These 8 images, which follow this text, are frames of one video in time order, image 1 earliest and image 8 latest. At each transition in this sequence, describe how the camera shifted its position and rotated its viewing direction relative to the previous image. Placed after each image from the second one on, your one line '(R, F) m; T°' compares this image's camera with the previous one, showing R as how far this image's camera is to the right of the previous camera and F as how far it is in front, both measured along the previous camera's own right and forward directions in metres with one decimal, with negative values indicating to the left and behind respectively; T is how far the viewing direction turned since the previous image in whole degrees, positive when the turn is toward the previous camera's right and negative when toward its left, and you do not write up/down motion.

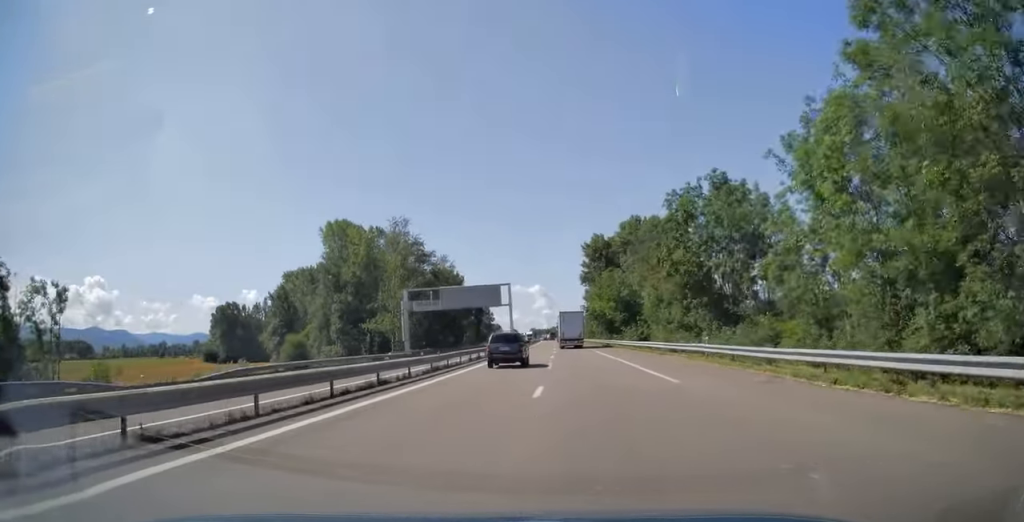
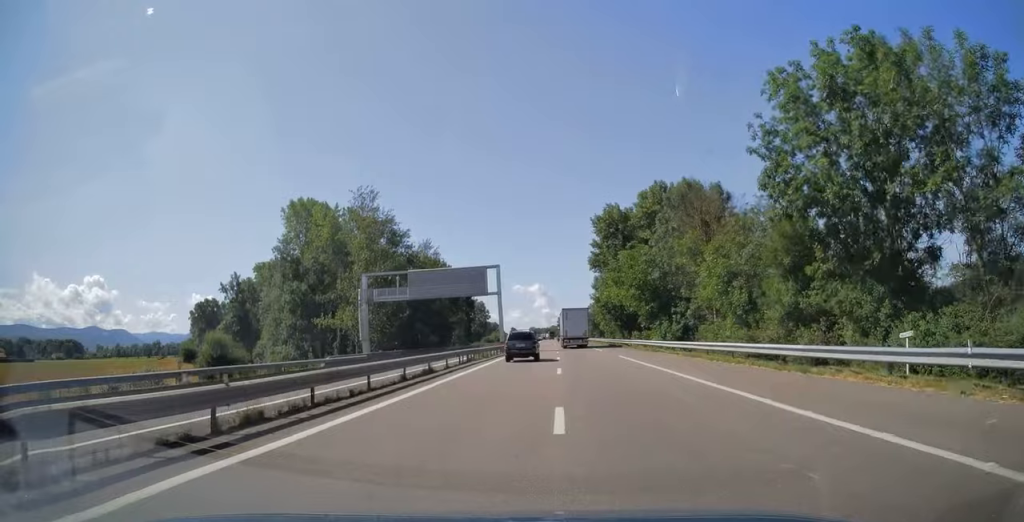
(-0.1, +18.1) m; 0°
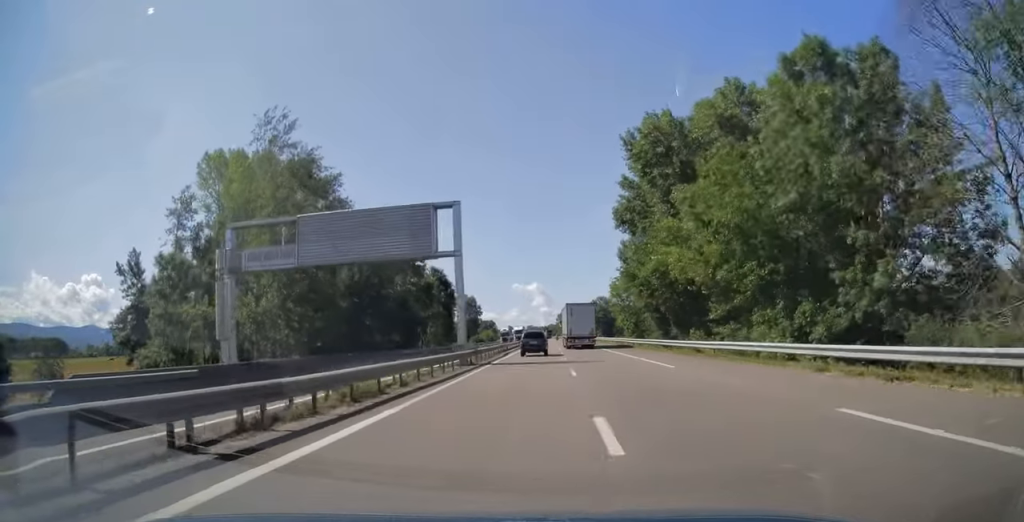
(-0.1, +27.4) m; 0°
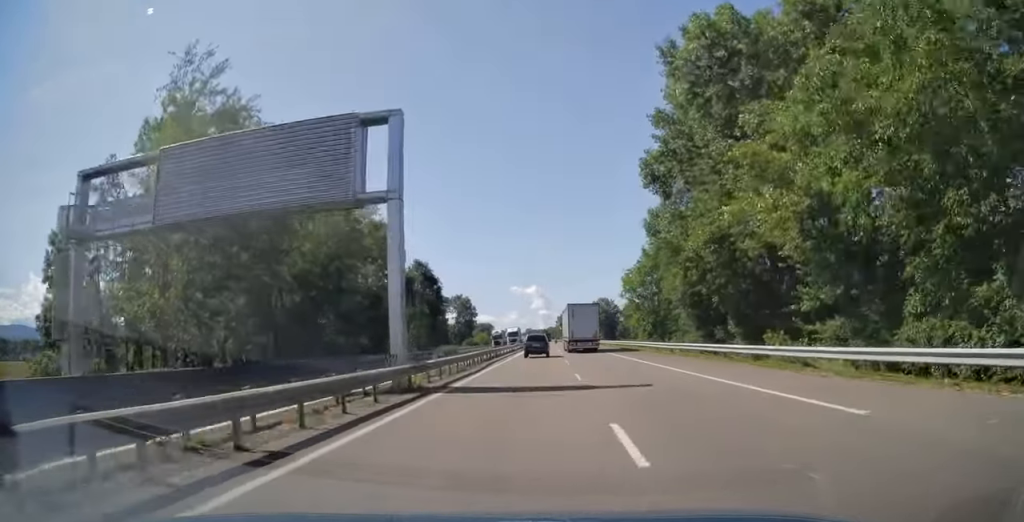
(+0.1, +13.5) m; 0°
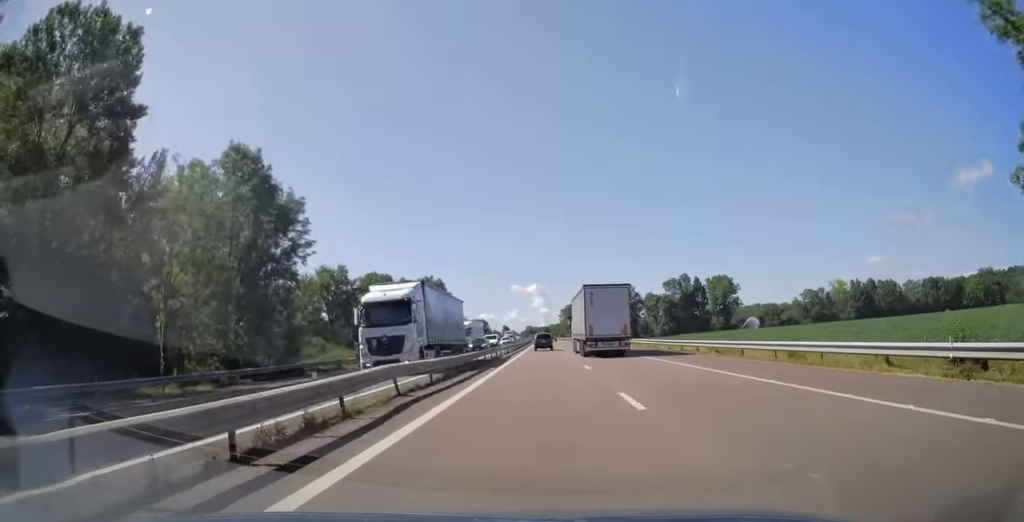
(+0.2, +60.8) m; 0°
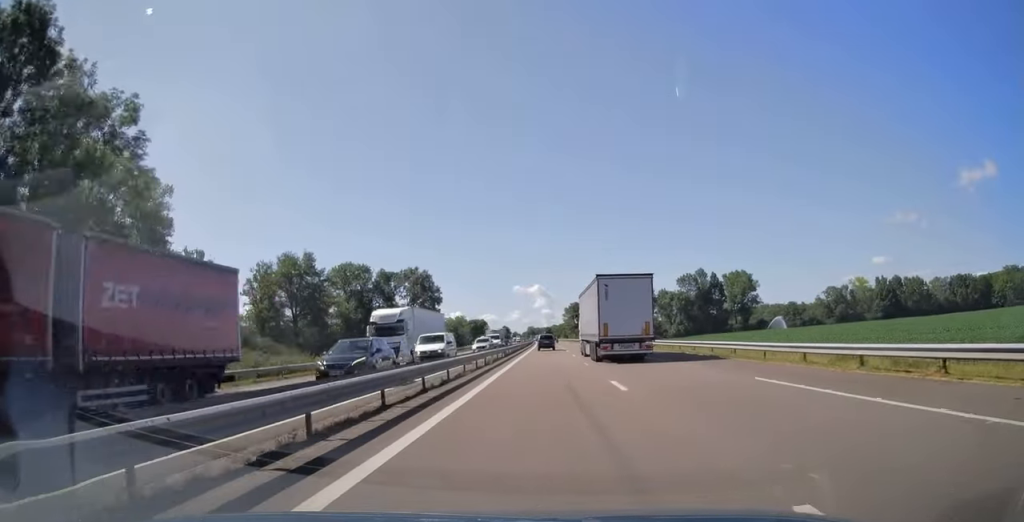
(-0.1, +22.3) m; 0°
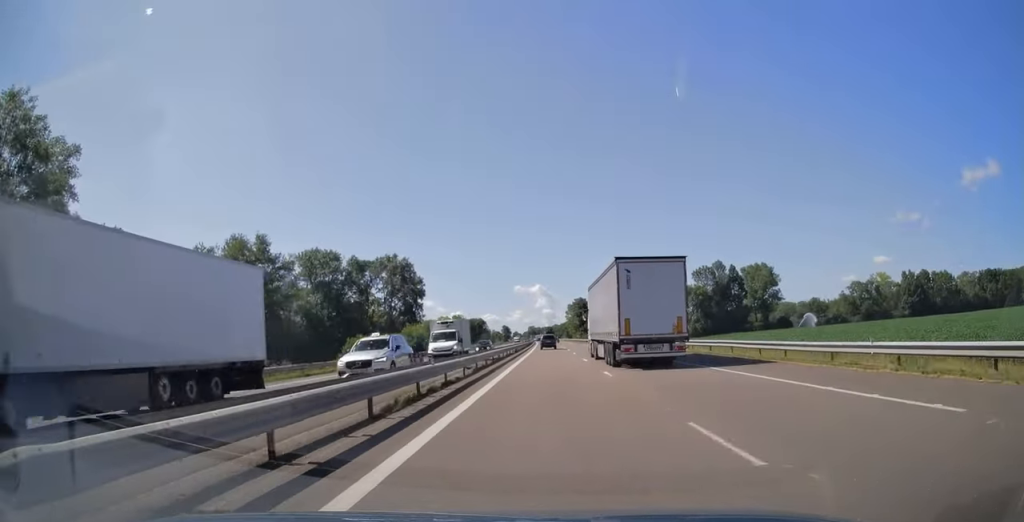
(0.0, +21.7) m; 0°
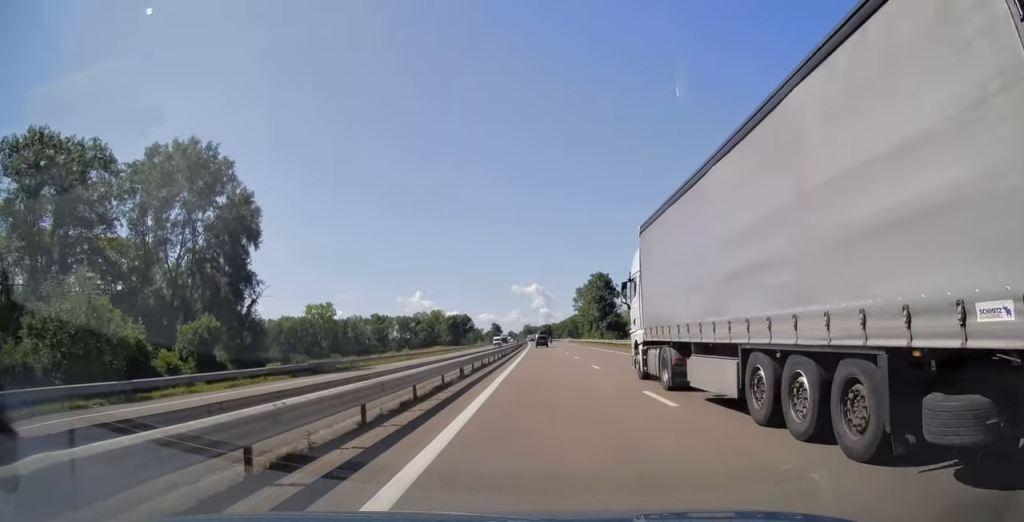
(-0.3, +73.3) m; 0°
